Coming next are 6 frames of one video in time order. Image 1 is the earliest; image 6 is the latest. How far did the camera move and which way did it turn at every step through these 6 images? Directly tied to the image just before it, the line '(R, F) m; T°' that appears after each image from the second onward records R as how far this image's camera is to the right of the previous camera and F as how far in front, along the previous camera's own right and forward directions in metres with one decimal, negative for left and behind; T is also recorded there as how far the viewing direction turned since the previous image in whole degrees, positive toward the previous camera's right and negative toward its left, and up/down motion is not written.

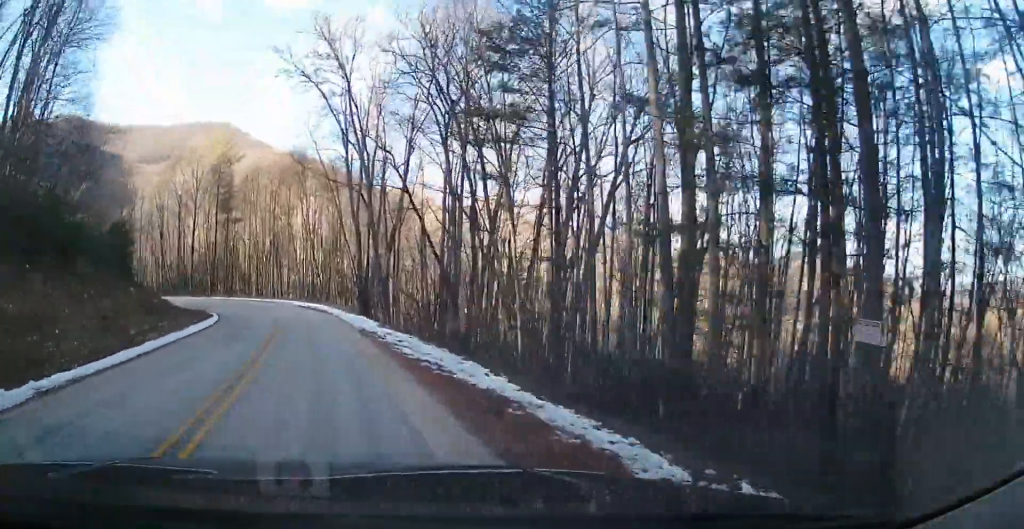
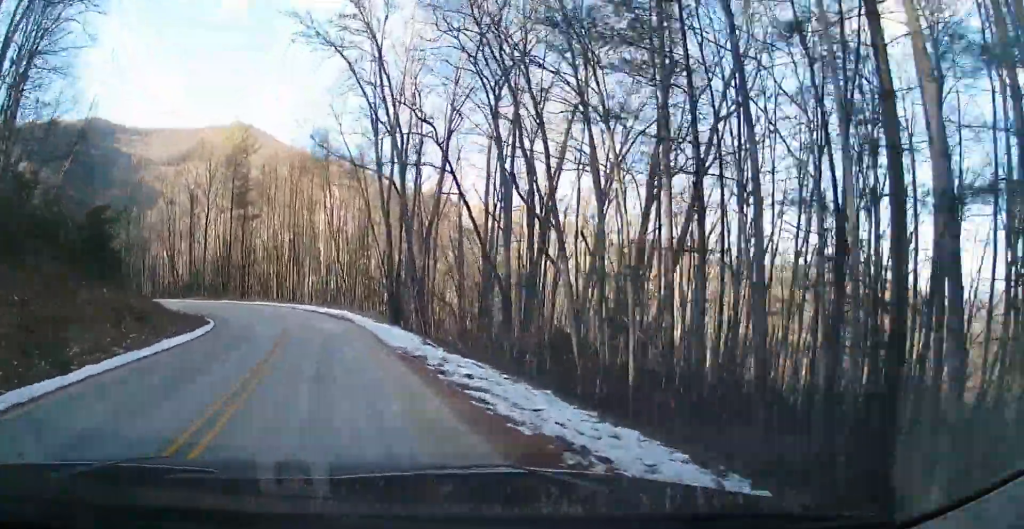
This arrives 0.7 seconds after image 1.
(+0.6, +7.1) m; -1°
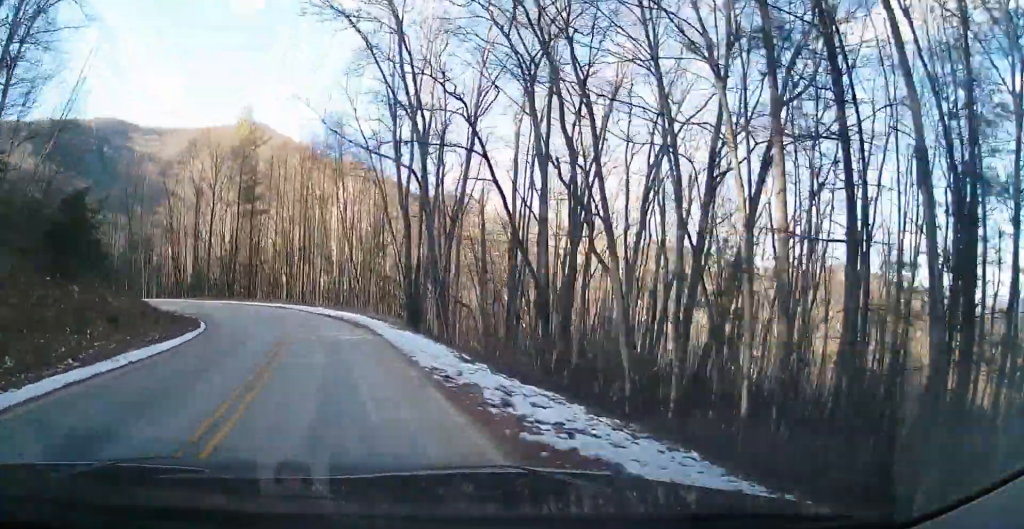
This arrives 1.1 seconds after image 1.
(-0.4, +4.2) m; -4°
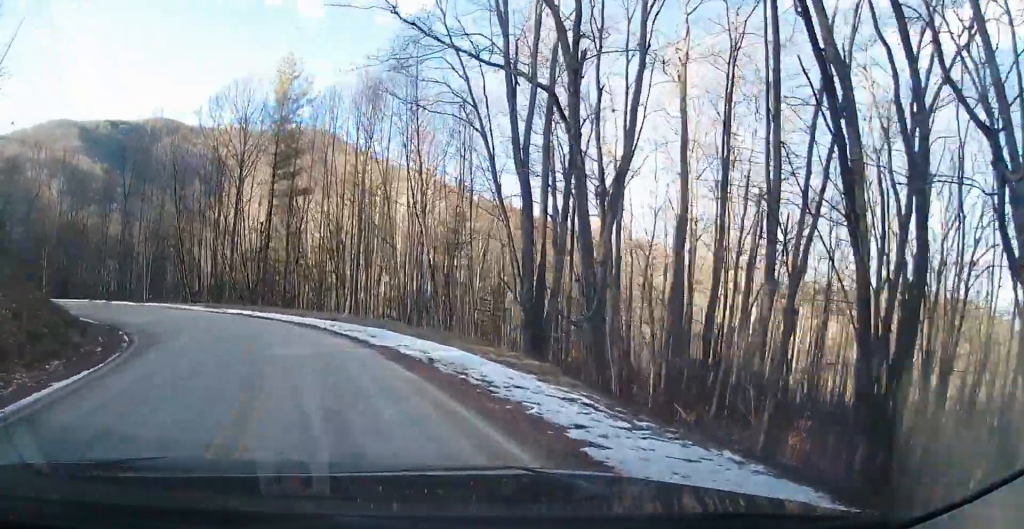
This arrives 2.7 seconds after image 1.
(-2.2, +16.9) m; -11°
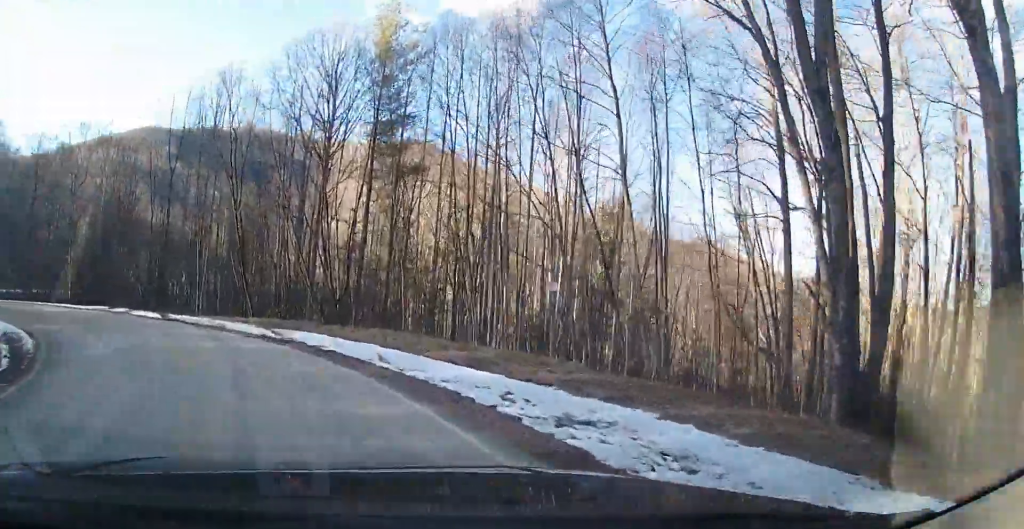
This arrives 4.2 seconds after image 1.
(-0.4, +12.8) m; +2°
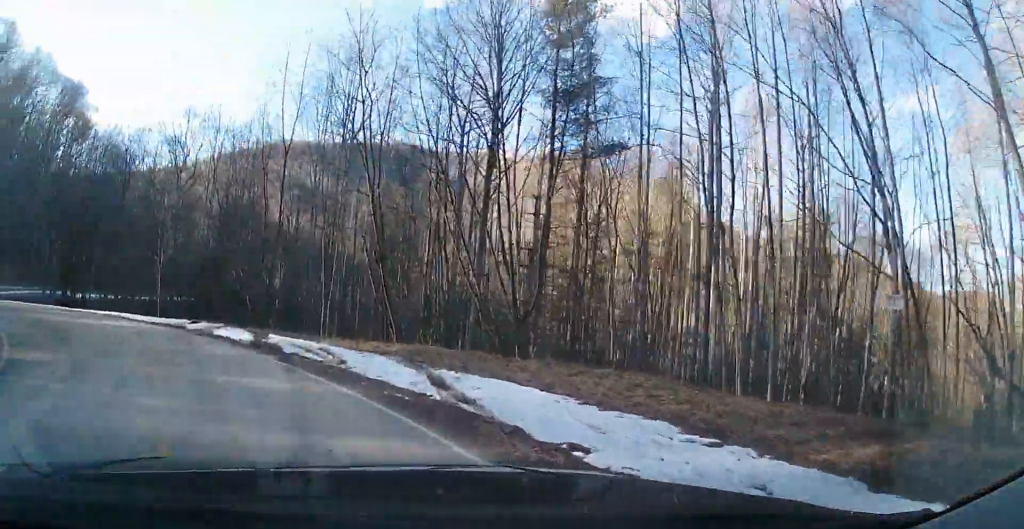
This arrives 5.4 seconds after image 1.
(+0.9, +7.9) m; -8°
